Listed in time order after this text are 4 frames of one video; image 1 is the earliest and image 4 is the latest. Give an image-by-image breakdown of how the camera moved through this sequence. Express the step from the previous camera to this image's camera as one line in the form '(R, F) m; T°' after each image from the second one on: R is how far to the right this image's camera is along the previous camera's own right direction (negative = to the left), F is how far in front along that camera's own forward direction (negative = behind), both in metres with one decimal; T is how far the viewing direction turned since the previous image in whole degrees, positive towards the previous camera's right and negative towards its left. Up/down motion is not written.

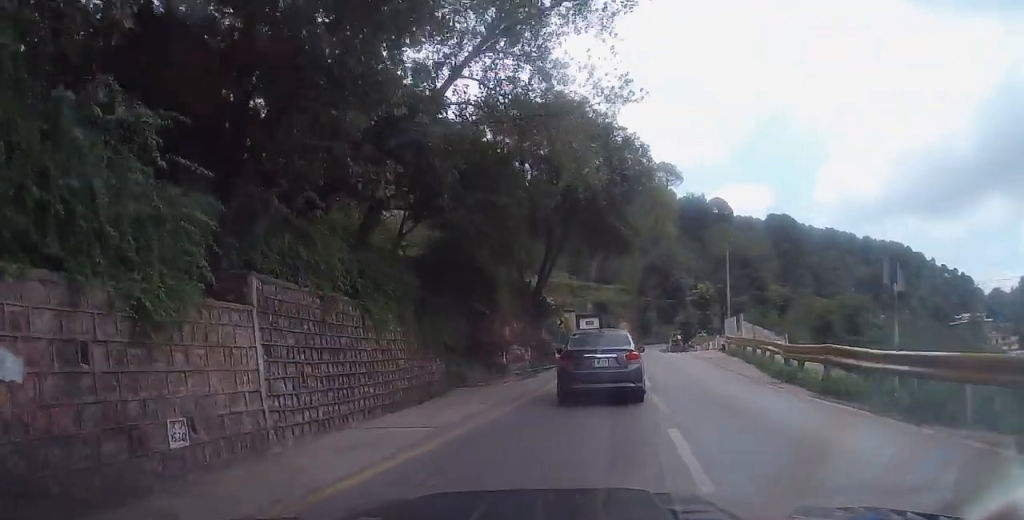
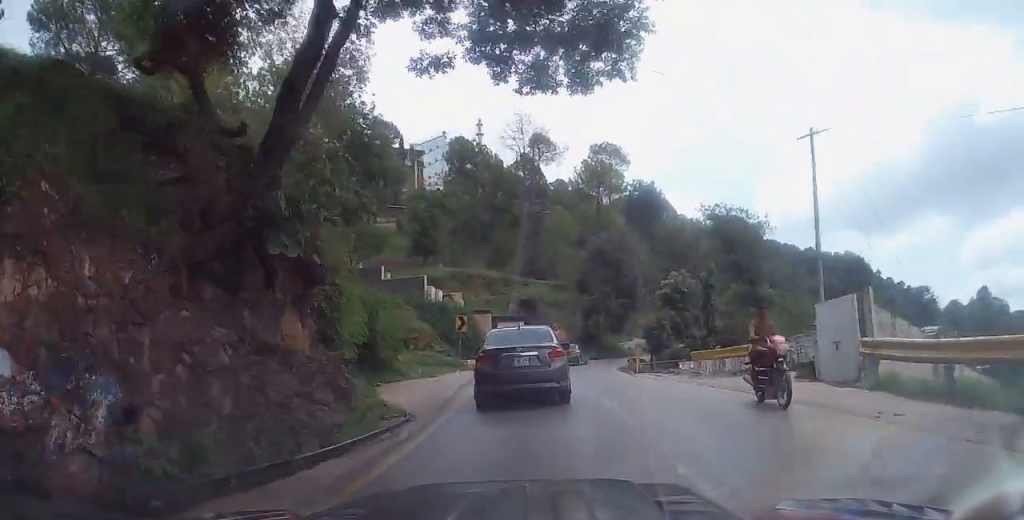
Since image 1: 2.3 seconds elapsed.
(+1.3, +21.3) m; +5°
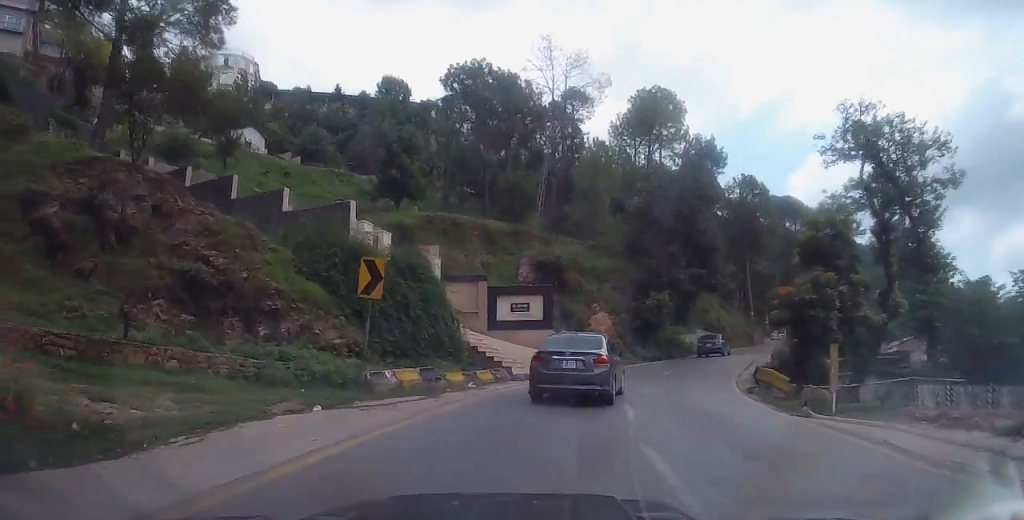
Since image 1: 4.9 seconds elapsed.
(-0.4, +22.0) m; -3°
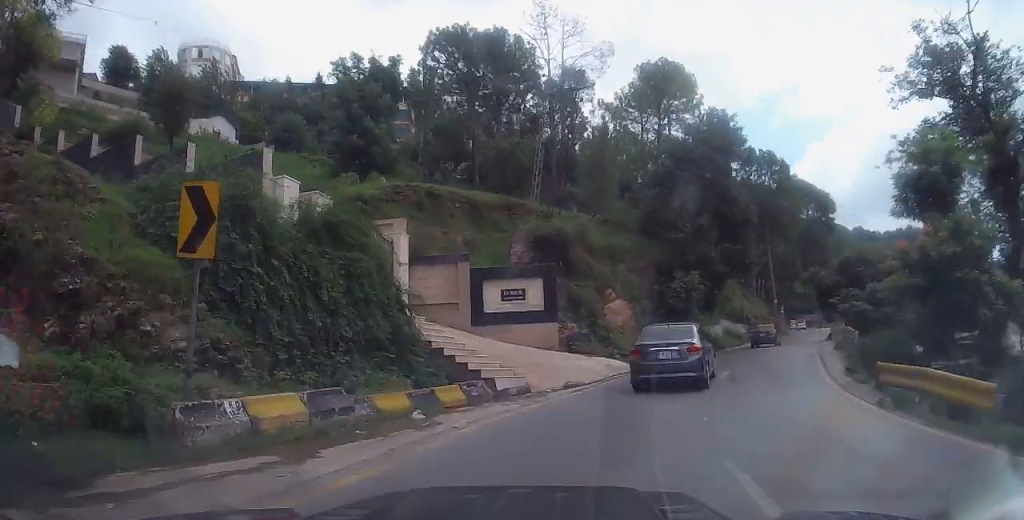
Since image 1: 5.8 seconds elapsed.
(-0.4, +7.4) m; -1°
